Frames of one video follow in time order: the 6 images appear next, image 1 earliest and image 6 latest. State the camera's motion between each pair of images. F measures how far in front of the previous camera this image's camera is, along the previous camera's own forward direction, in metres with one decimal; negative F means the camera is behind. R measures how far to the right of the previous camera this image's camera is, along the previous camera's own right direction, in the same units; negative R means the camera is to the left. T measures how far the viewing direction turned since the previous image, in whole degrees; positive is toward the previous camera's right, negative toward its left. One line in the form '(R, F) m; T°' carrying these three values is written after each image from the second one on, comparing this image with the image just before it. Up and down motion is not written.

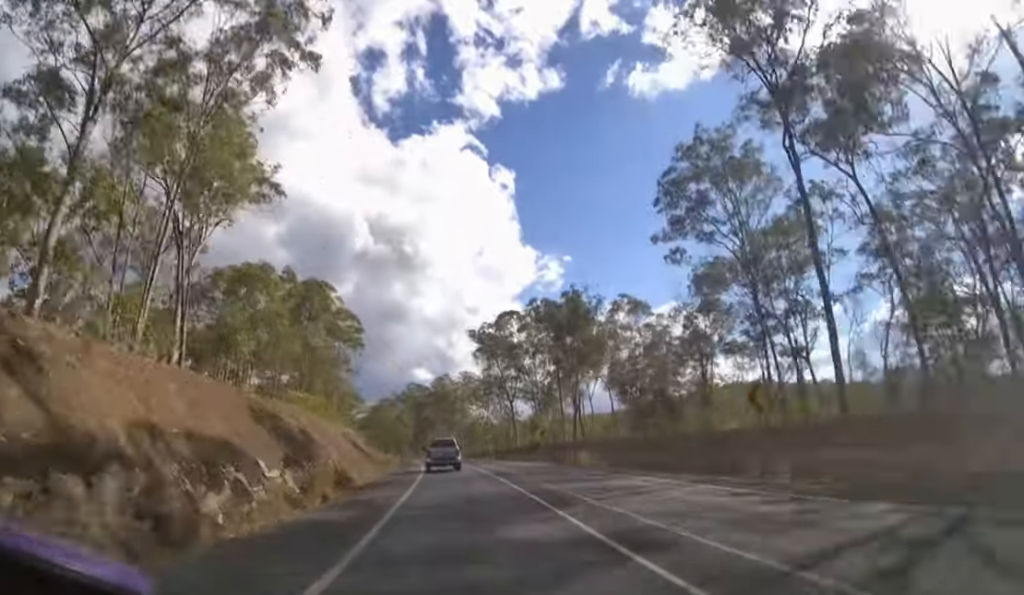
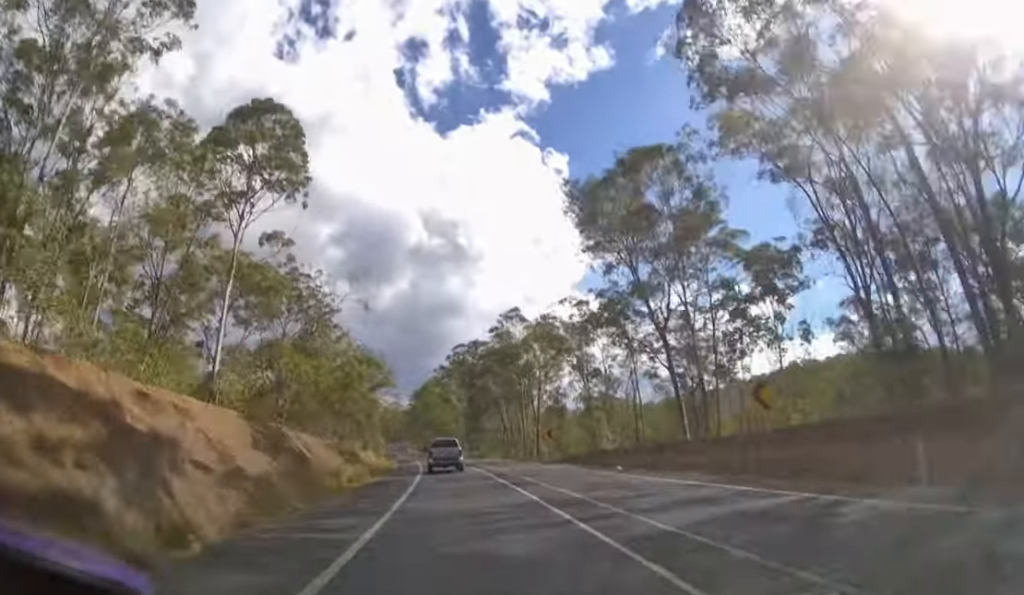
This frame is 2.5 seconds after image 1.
(-3.6, +60.7) m; -7°
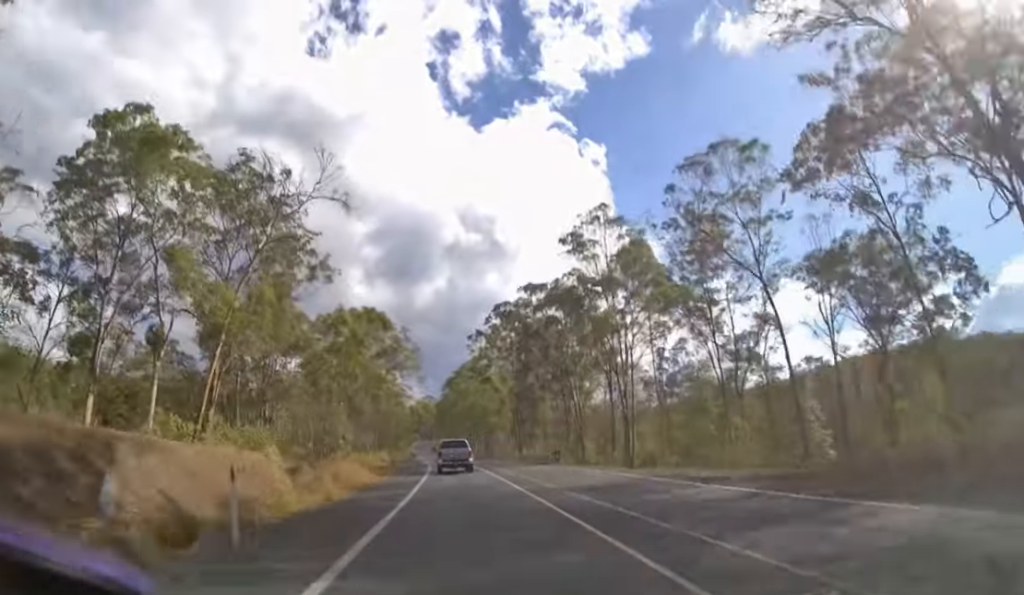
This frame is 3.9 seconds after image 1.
(-1.4, +32.2) m; -5°
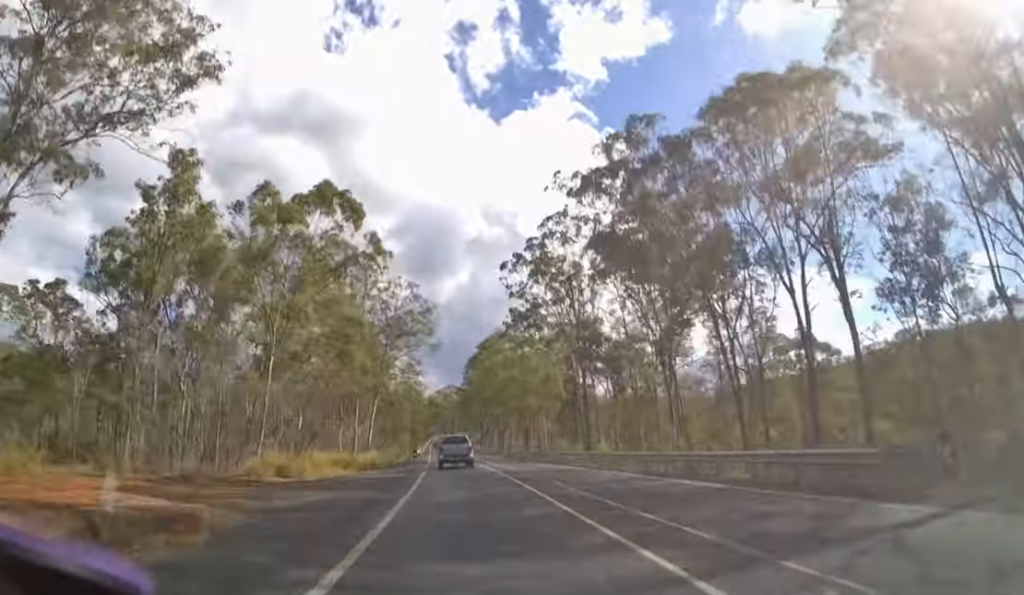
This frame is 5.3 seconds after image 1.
(-0.9, +29.0) m; -3°
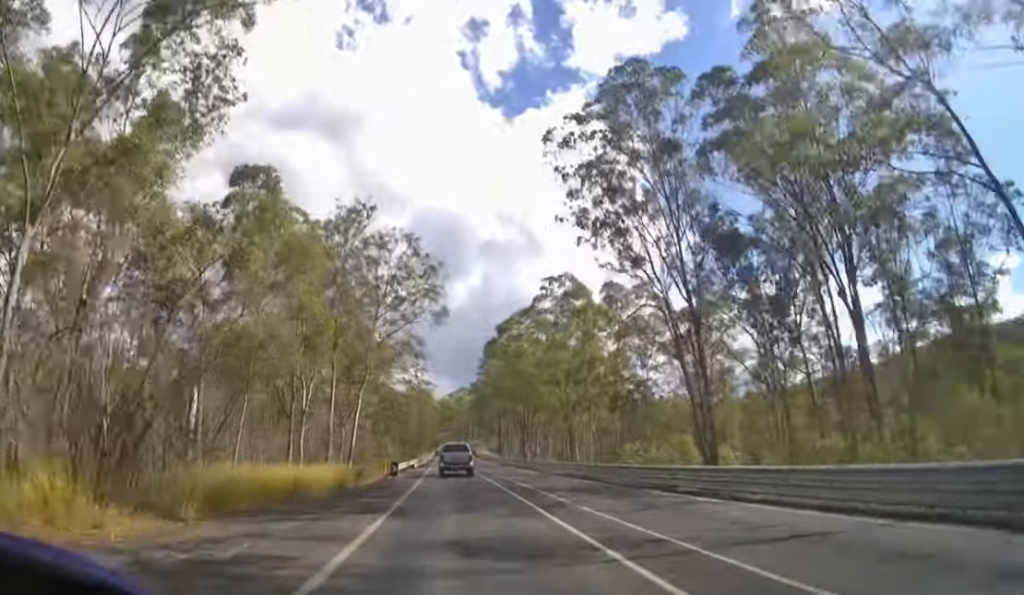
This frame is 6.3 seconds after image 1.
(-0.3, +19.0) m; -2°
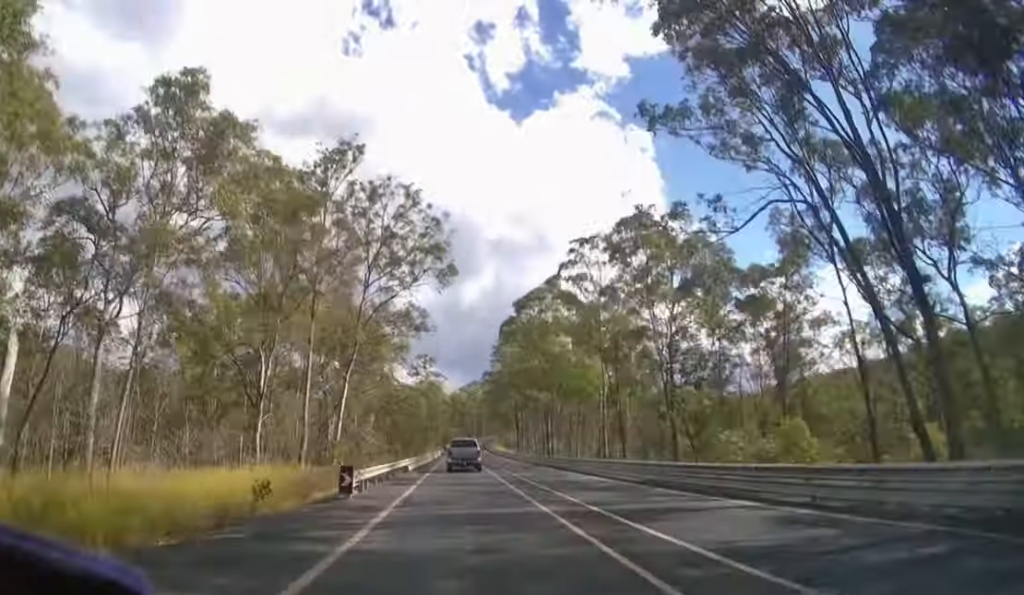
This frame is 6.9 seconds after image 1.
(-0.1, +11.7) m; -1°
